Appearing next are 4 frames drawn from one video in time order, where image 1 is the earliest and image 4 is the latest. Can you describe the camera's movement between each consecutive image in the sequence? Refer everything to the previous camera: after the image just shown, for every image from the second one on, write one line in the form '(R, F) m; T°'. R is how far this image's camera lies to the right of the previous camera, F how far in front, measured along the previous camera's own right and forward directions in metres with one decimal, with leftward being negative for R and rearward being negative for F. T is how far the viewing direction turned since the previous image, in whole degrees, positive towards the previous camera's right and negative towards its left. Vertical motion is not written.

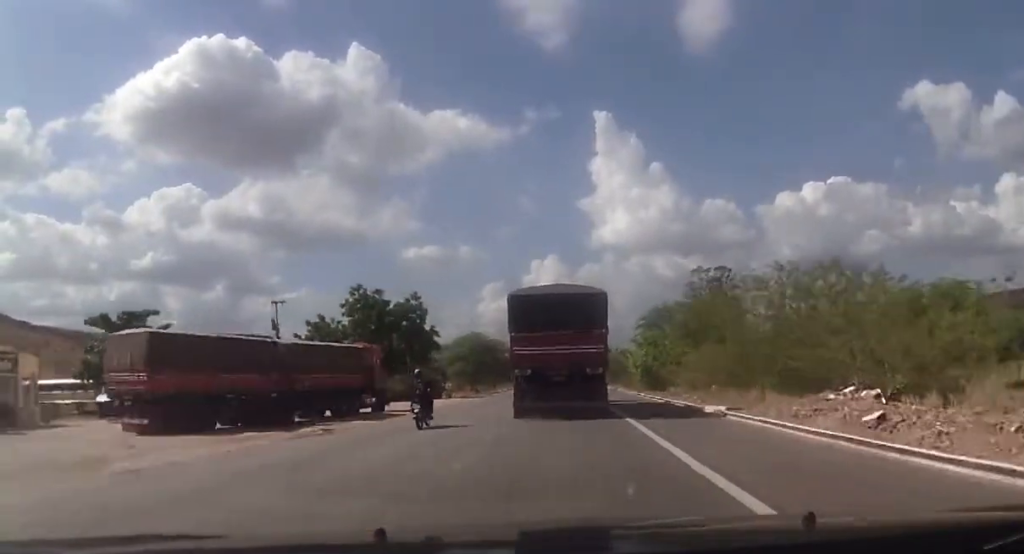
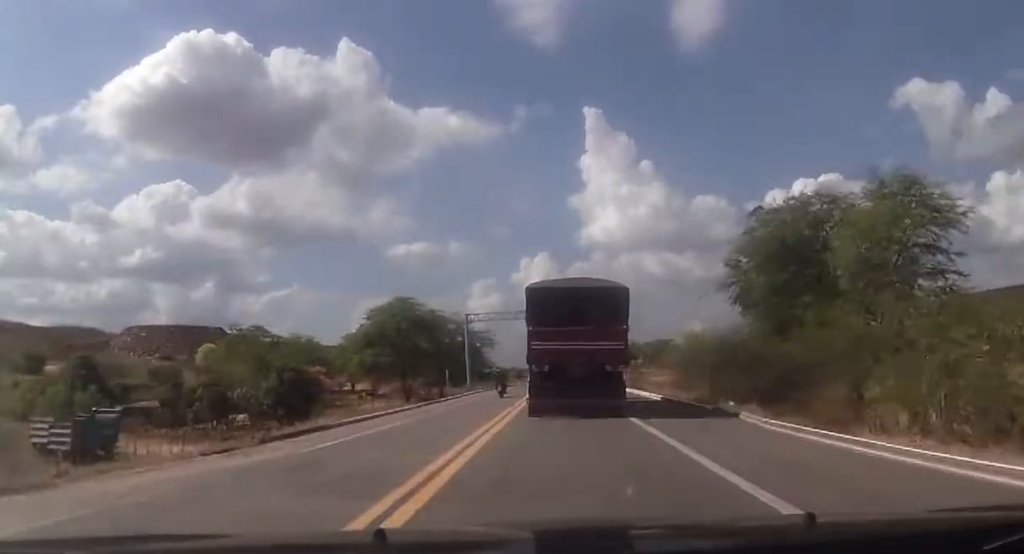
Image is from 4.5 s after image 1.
(0.0, +61.6) m; -1°
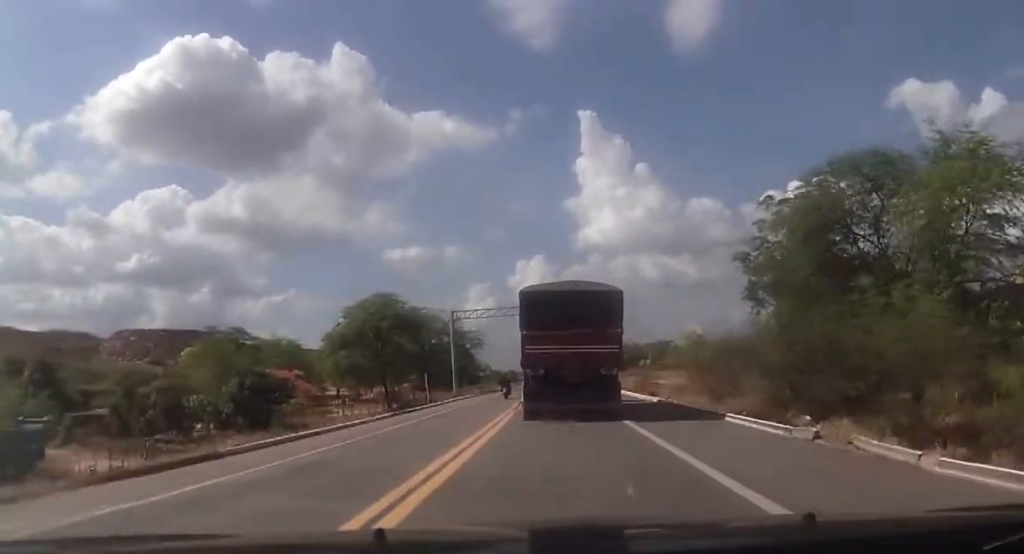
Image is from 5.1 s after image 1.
(-0.4, +8.0) m; 0°
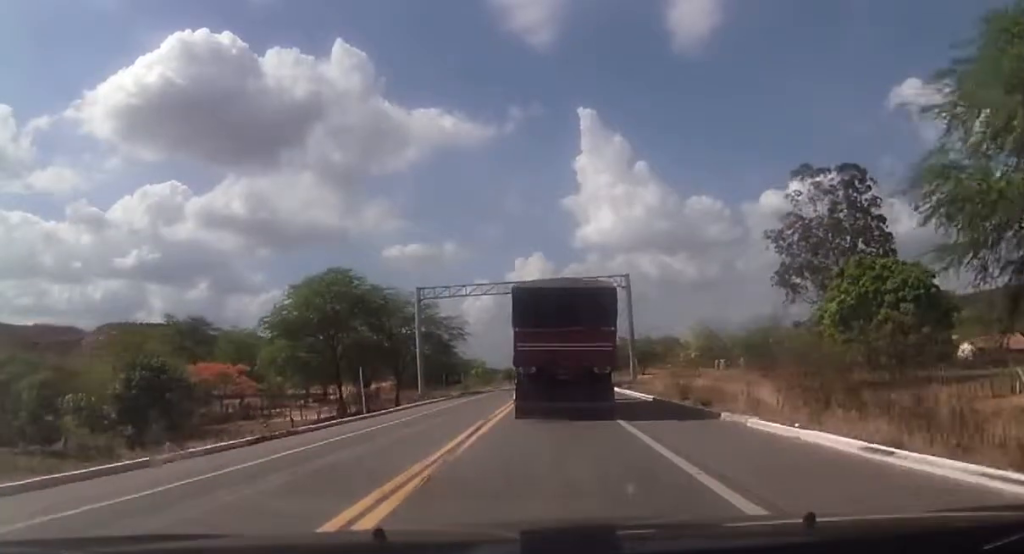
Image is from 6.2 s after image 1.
(+0.2, +16.4) m; +2°
